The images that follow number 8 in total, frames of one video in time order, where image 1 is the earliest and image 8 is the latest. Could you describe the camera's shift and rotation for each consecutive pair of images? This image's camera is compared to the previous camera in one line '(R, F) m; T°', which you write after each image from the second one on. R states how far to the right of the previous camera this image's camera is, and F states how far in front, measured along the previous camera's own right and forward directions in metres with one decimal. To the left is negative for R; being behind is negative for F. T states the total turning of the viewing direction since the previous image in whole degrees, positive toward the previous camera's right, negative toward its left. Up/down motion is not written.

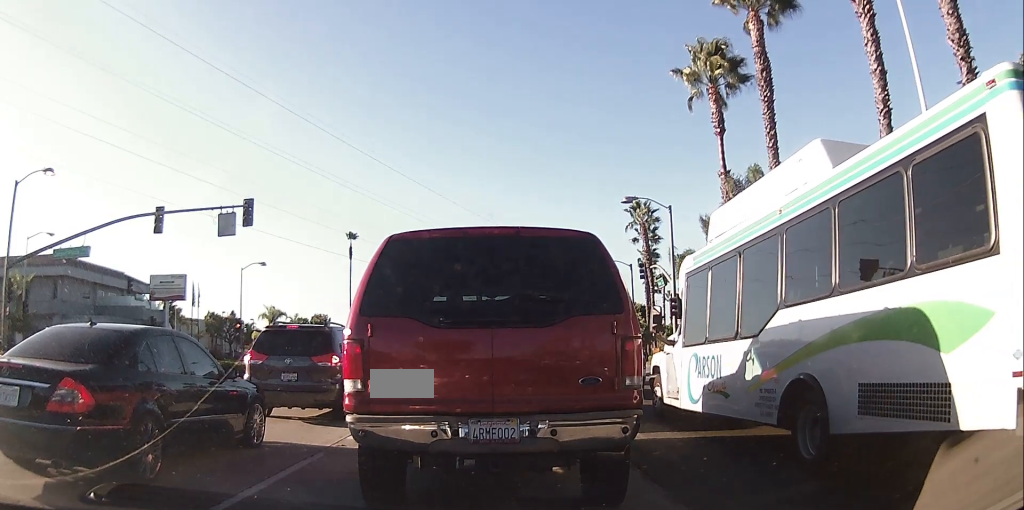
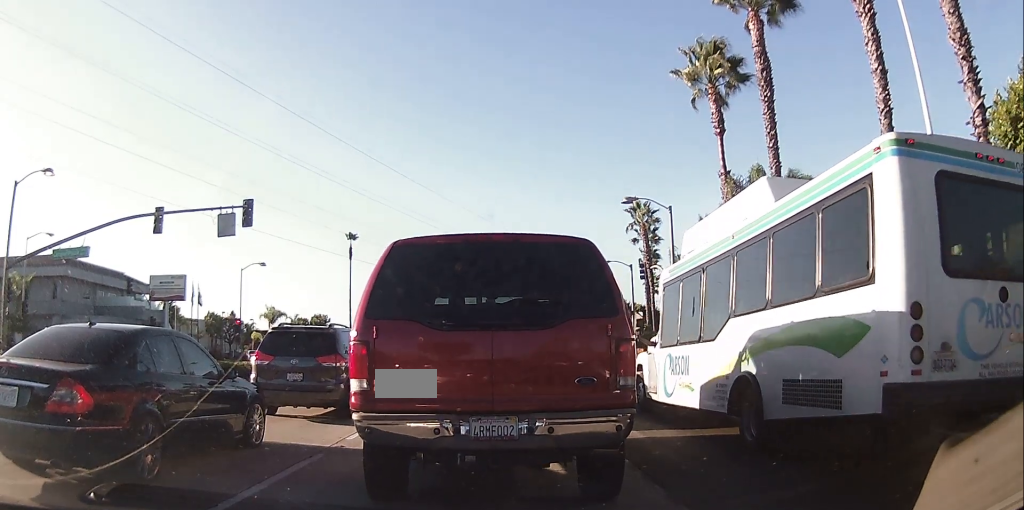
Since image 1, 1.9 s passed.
(0.0, 0.0) m; 0°
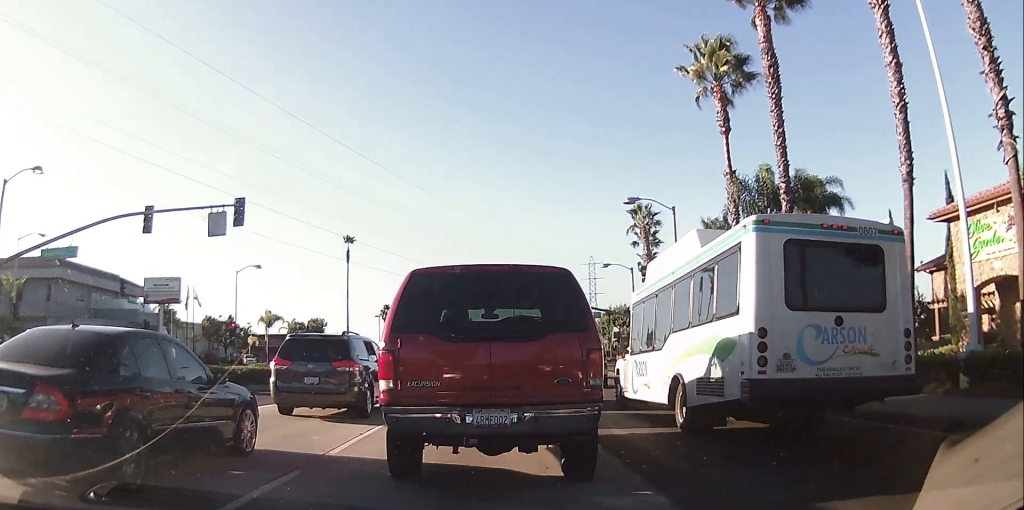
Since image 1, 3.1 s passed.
(-0.3, +0.6) m; 0°
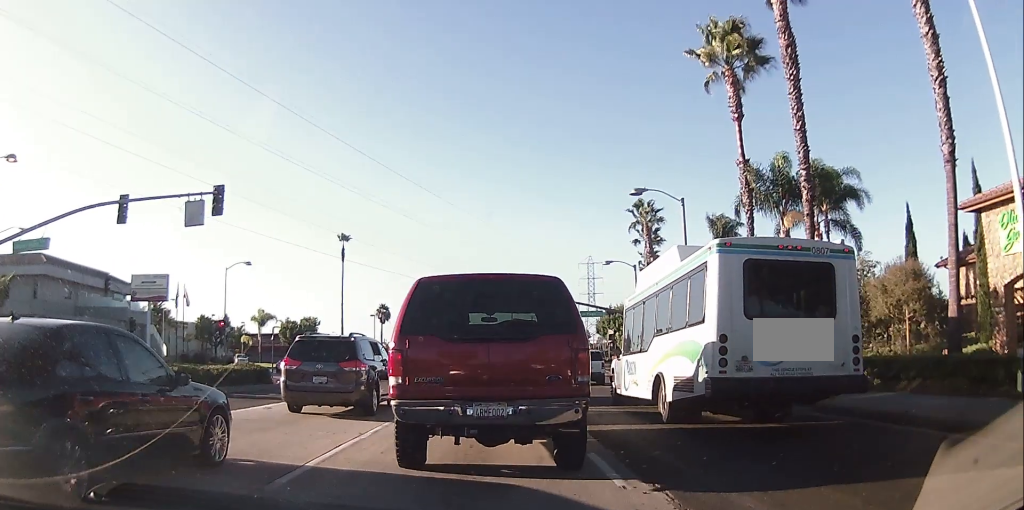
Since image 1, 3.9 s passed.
(+0.1, +1.6) m; -3°
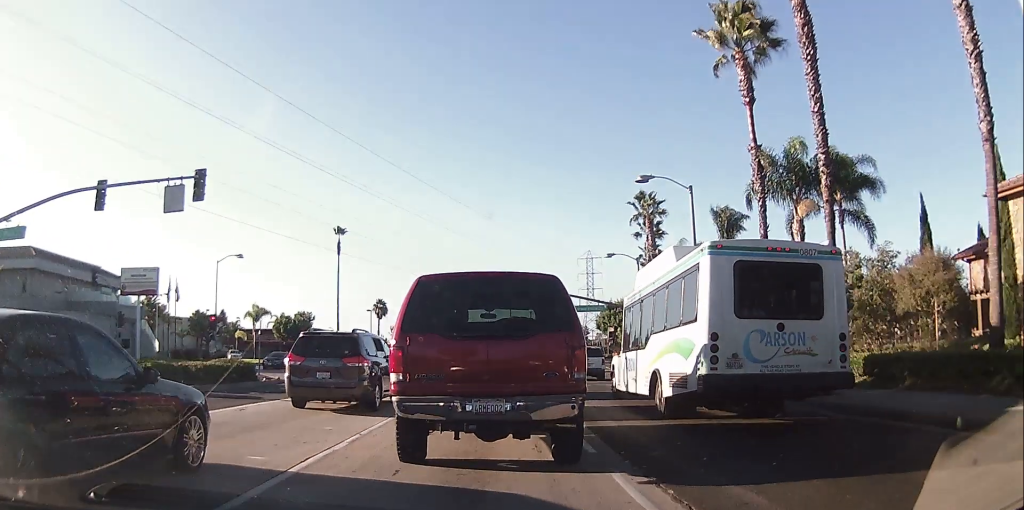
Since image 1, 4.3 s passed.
(+0.2, +1.1) m; -3°
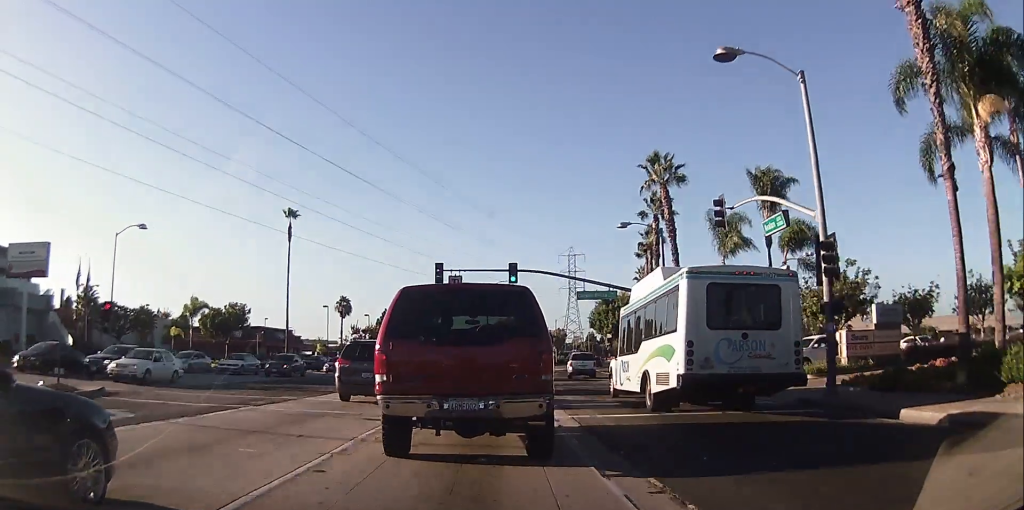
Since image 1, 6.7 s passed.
(-0.9, +13.5) m; -1°
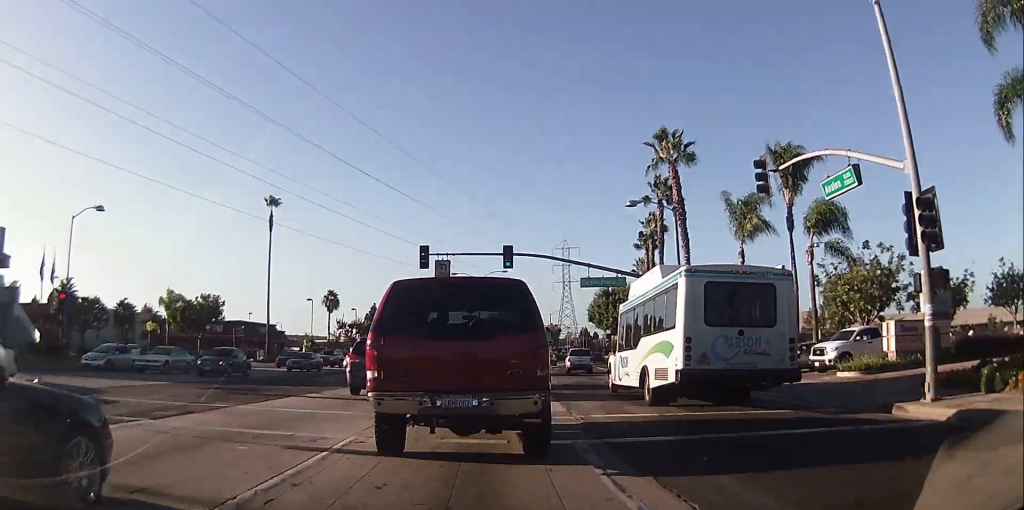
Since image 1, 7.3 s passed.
(0.0, +4.7) m; -1°
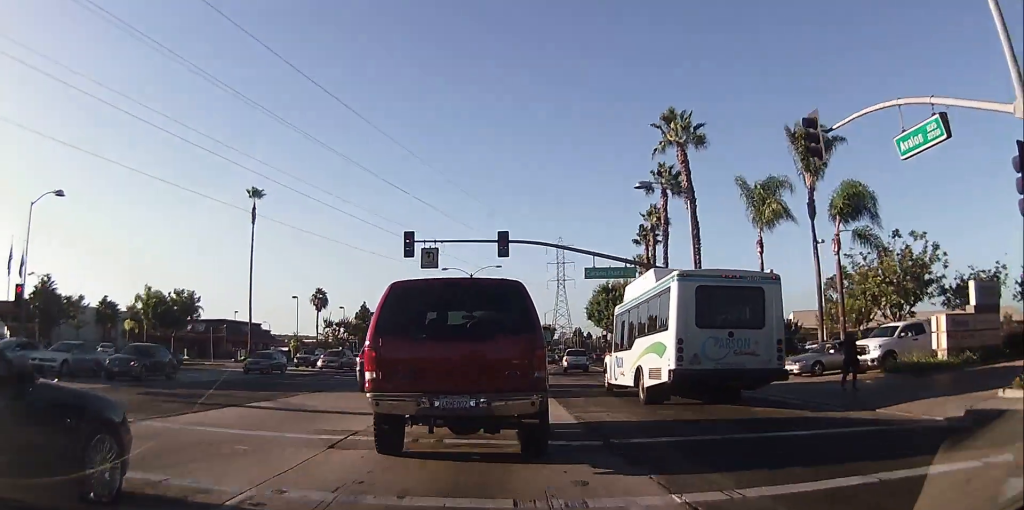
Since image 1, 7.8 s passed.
(0.0, +4.1) m; +1°
